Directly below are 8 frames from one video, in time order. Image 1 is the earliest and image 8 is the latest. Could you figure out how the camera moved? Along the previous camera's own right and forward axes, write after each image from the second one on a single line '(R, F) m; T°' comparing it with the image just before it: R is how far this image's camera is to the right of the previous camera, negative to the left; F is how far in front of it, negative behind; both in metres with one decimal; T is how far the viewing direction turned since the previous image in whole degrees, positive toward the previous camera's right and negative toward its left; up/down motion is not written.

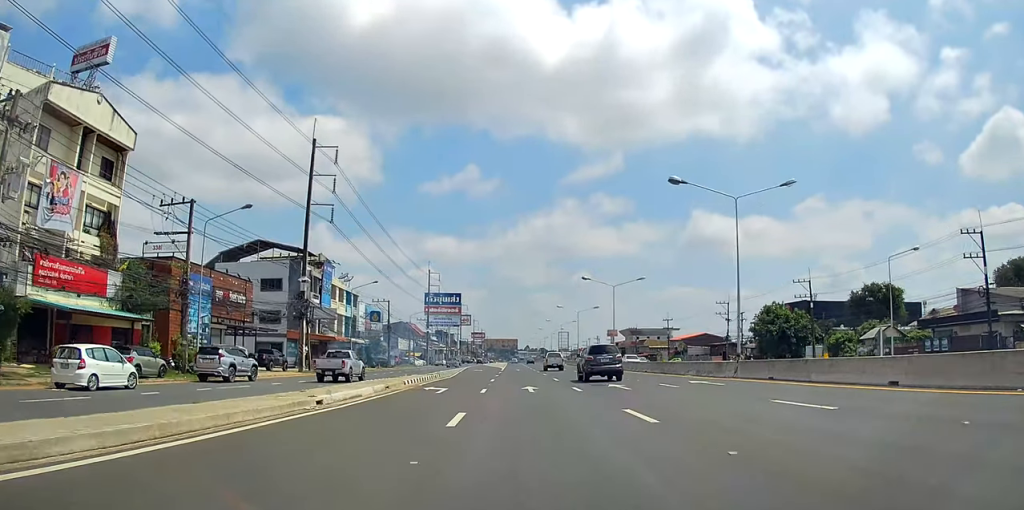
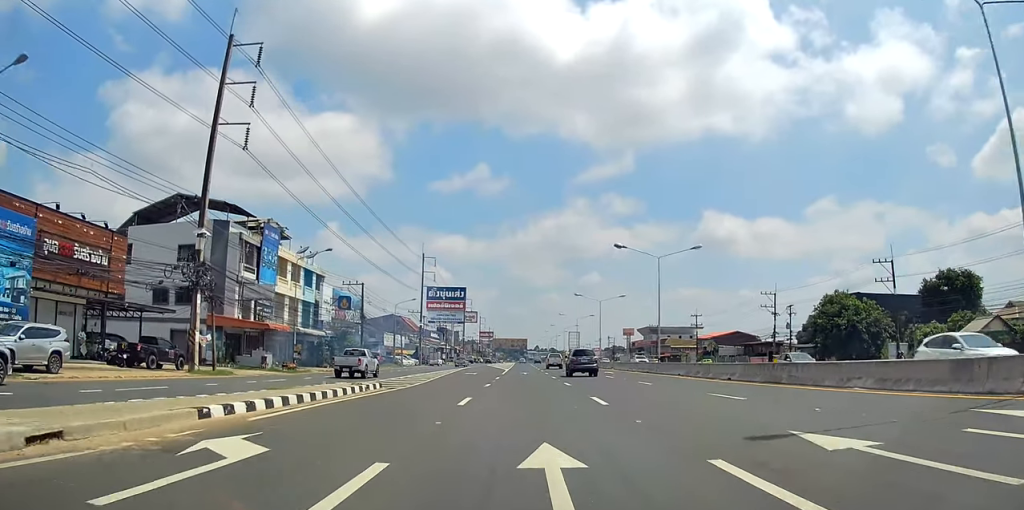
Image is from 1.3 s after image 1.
(-0.7, +19.0) m; -3°
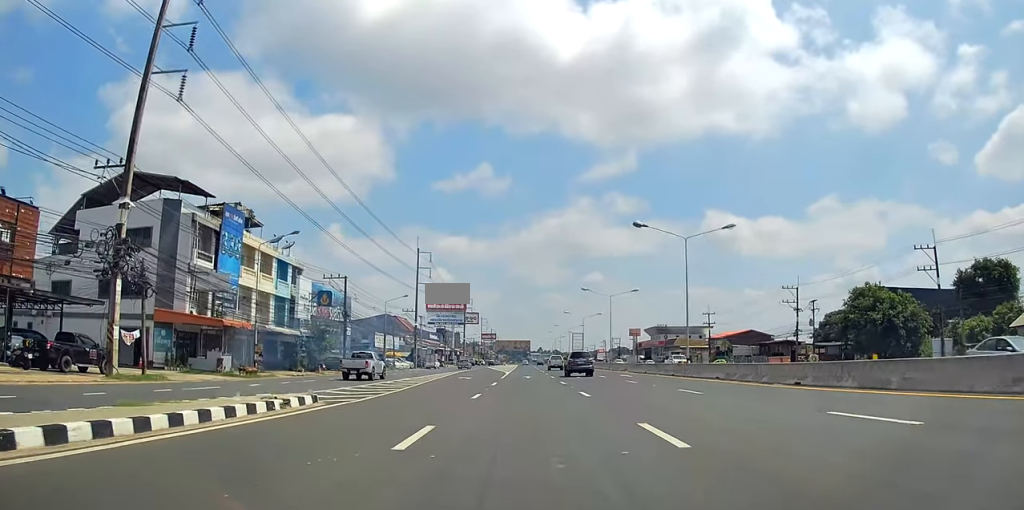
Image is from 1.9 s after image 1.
(-0.2, +8.0) m; 0°
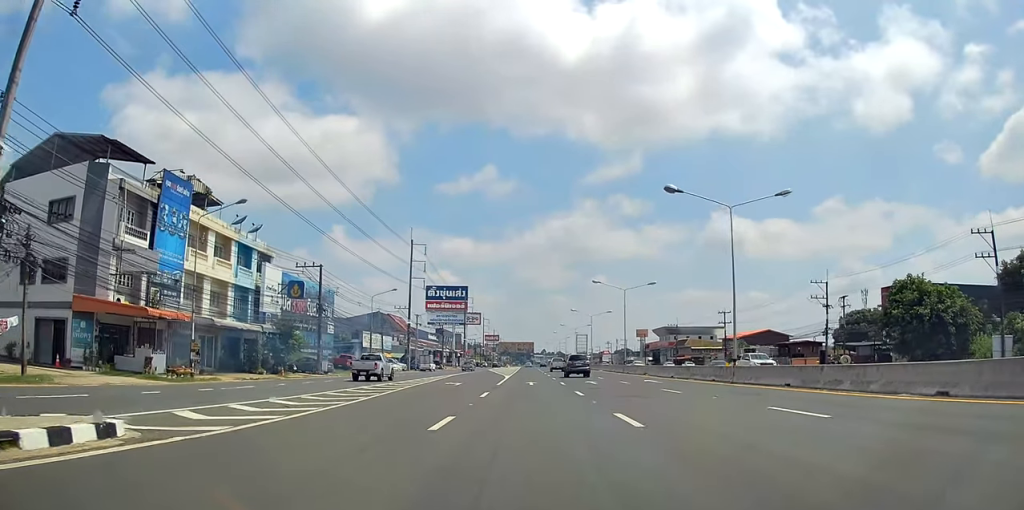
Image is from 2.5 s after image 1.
(+0.4, +8.6) m; +2°
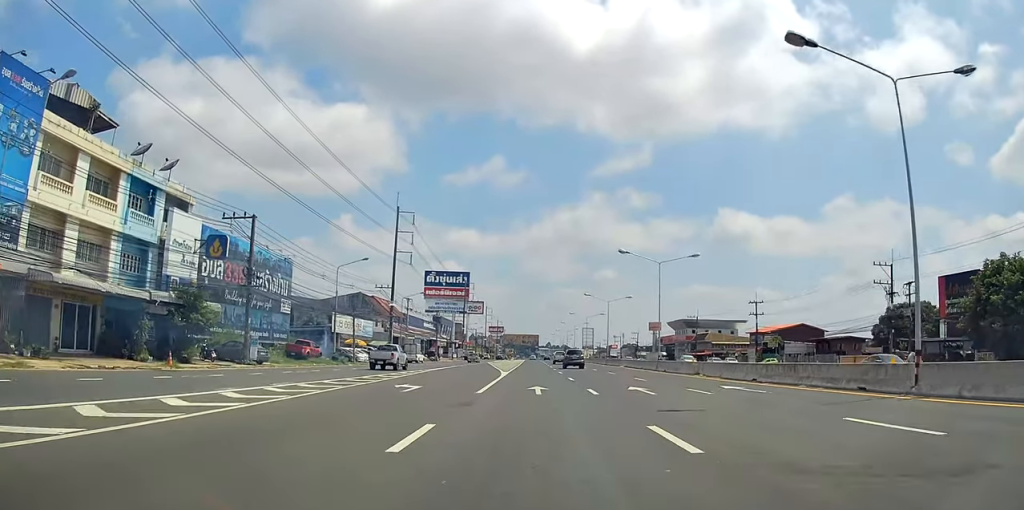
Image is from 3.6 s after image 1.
(+0.2, +15.9) m; +1°
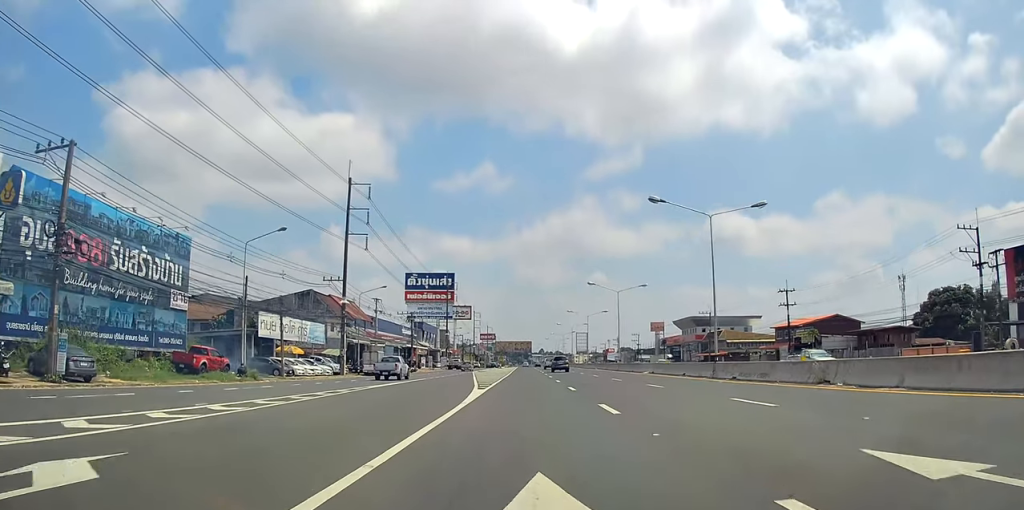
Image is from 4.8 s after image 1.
(0.0, +18.1) m; 0°
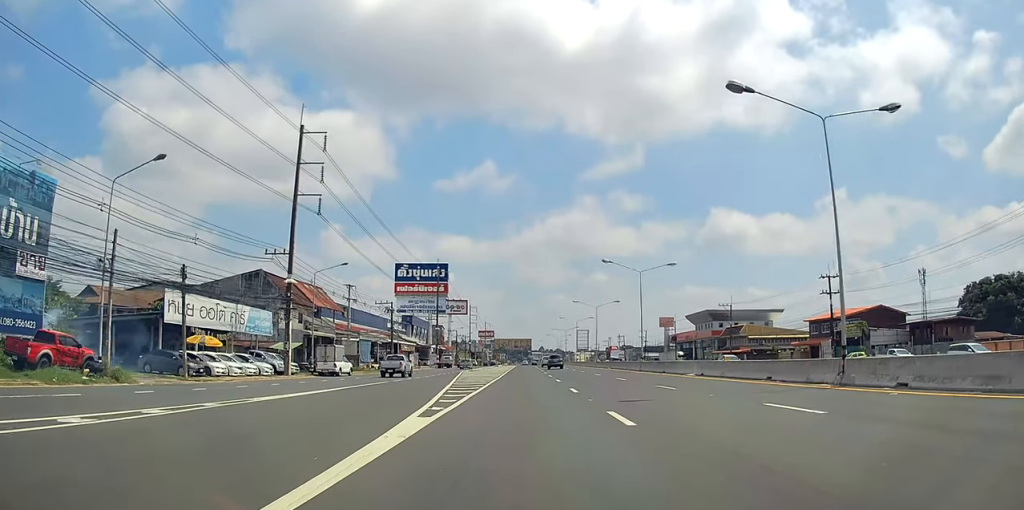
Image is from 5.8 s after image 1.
(-0.1, +14.9) m; -3°
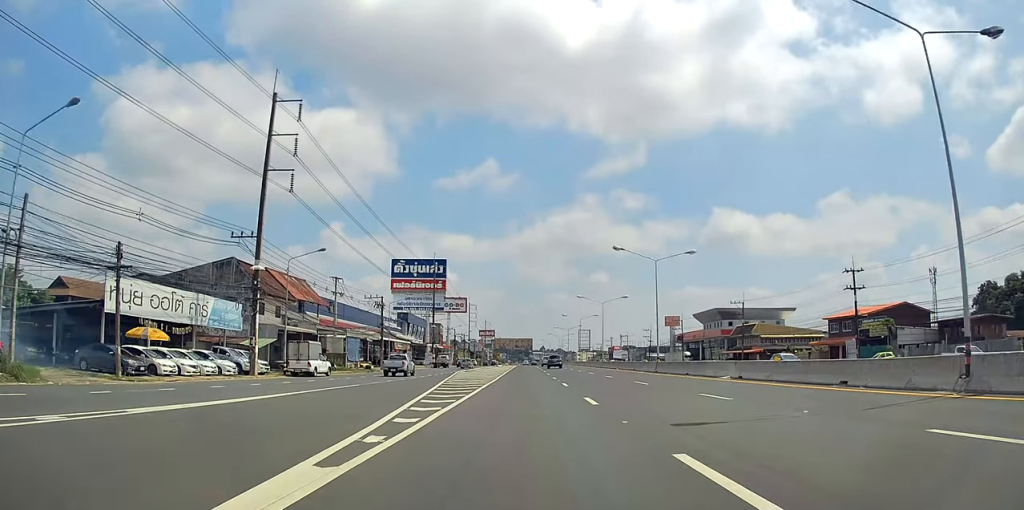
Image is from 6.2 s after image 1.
(-0.3, +6.2) m; 0°
